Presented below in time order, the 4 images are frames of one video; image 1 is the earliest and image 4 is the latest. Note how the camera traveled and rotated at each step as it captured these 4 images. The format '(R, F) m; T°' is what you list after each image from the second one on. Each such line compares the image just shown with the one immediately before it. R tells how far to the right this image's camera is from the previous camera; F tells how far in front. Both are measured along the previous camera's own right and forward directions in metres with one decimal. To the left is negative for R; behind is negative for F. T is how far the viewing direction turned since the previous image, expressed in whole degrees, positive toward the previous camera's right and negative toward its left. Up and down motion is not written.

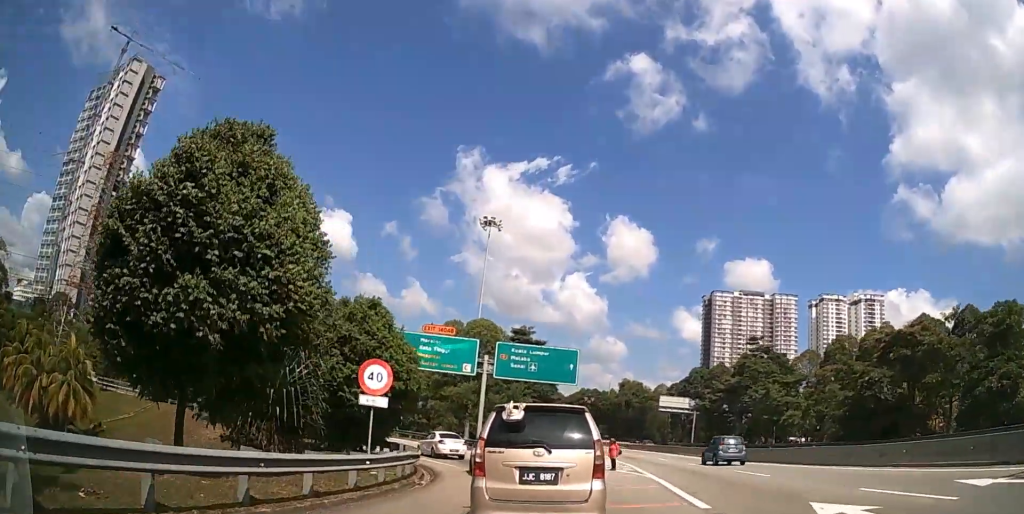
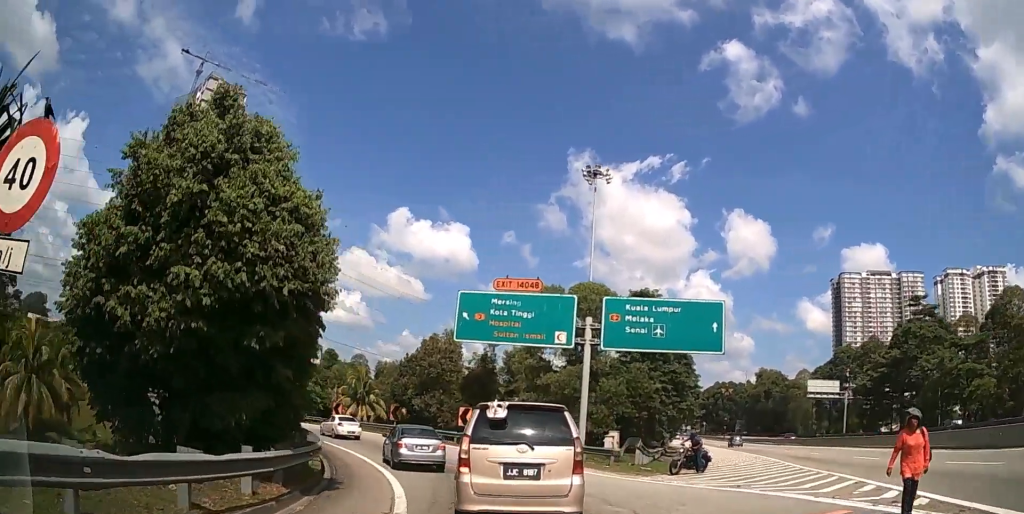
(-2.4, +16.8) m; -20°
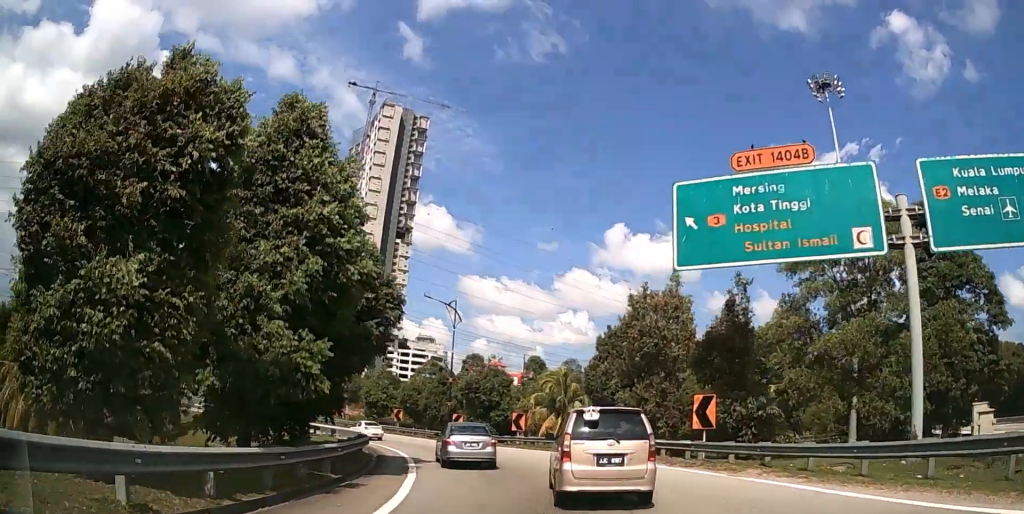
(-3.2, +16.2) m; -23°
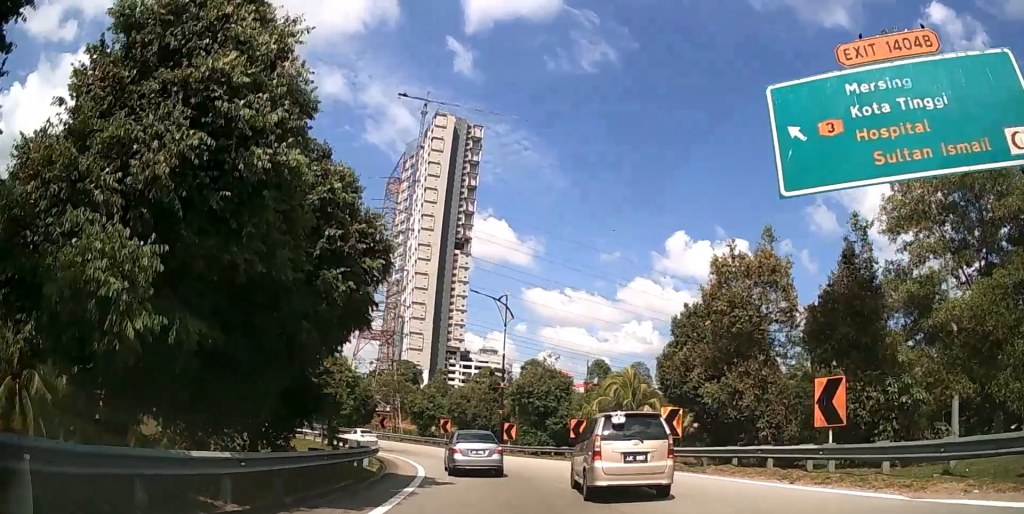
(-0.6, +6.6) m; -8°
